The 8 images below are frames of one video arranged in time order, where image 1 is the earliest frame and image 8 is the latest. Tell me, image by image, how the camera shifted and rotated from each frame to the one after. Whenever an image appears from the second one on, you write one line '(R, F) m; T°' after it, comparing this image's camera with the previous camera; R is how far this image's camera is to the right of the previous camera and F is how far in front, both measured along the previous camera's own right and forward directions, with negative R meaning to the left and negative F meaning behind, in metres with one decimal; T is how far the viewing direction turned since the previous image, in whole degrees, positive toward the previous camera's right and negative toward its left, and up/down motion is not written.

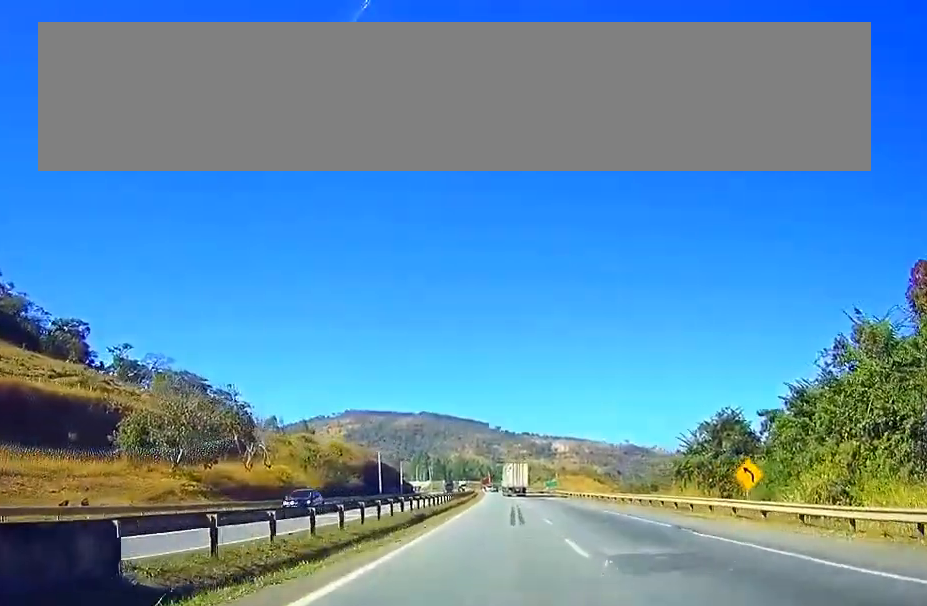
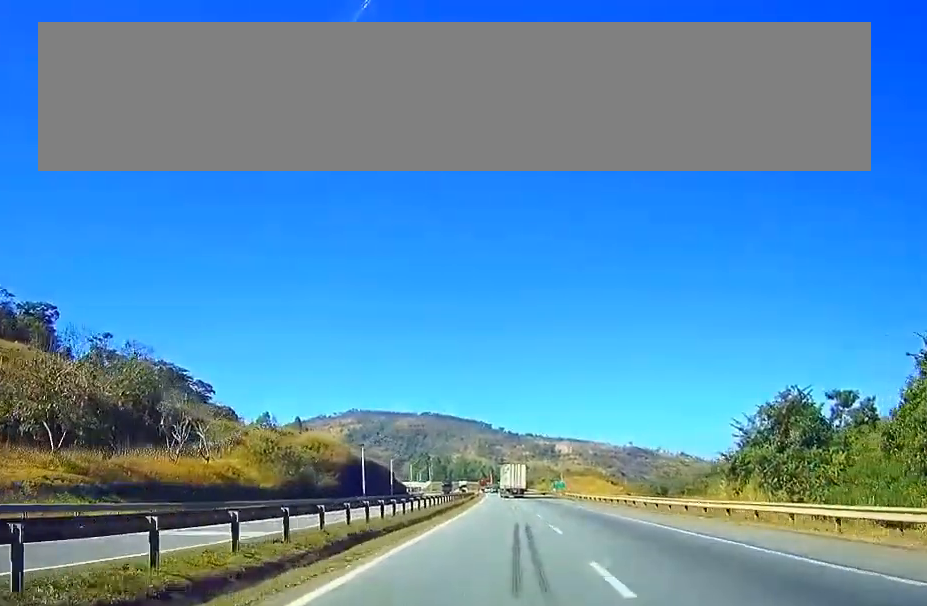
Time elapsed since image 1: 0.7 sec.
(-0.1, +18.9) m; 0°
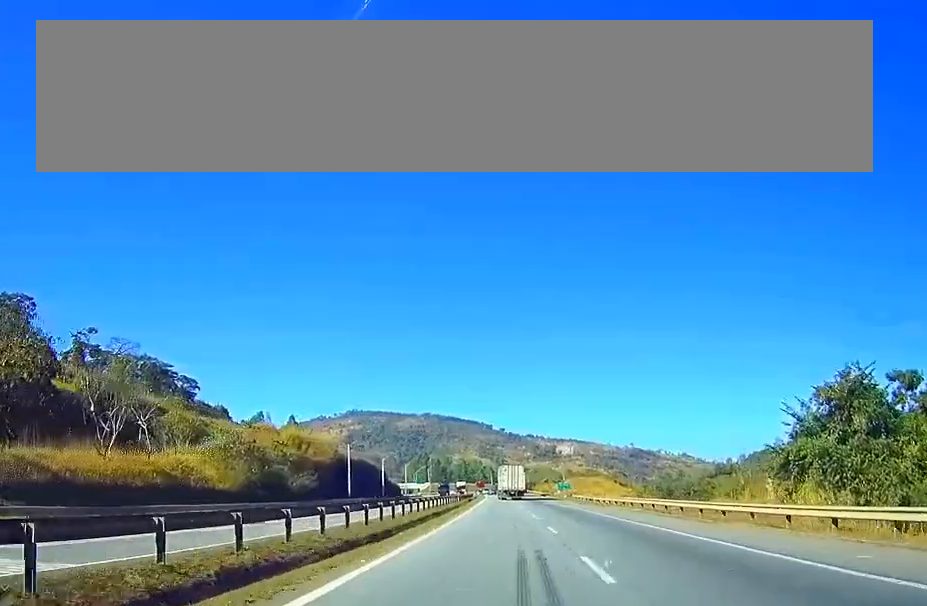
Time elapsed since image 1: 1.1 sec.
(-0.1, +11.8) m; 0°
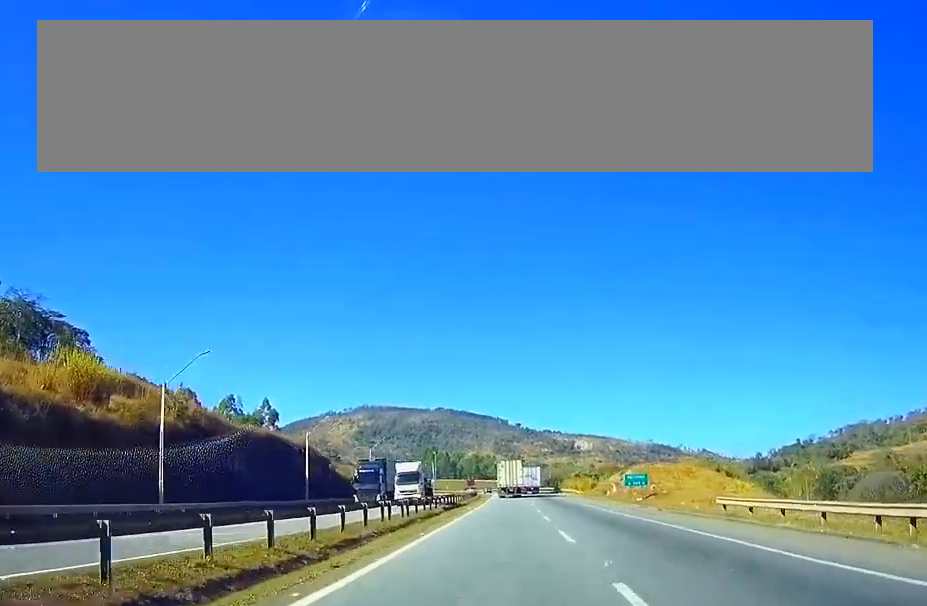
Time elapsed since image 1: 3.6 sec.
(-0.2, +67.1) m; 0°
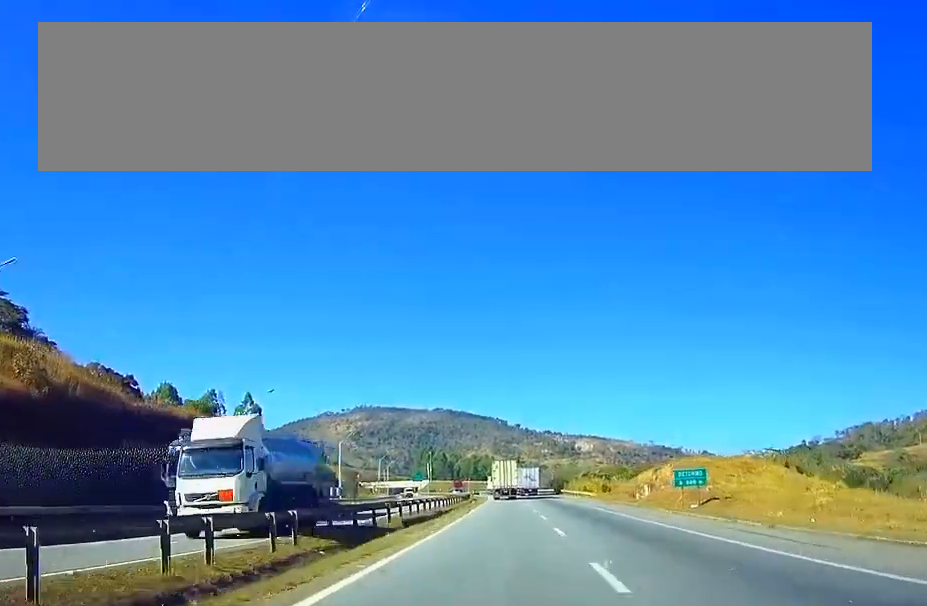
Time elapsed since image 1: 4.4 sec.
(0.0, +22.3) m; 0°
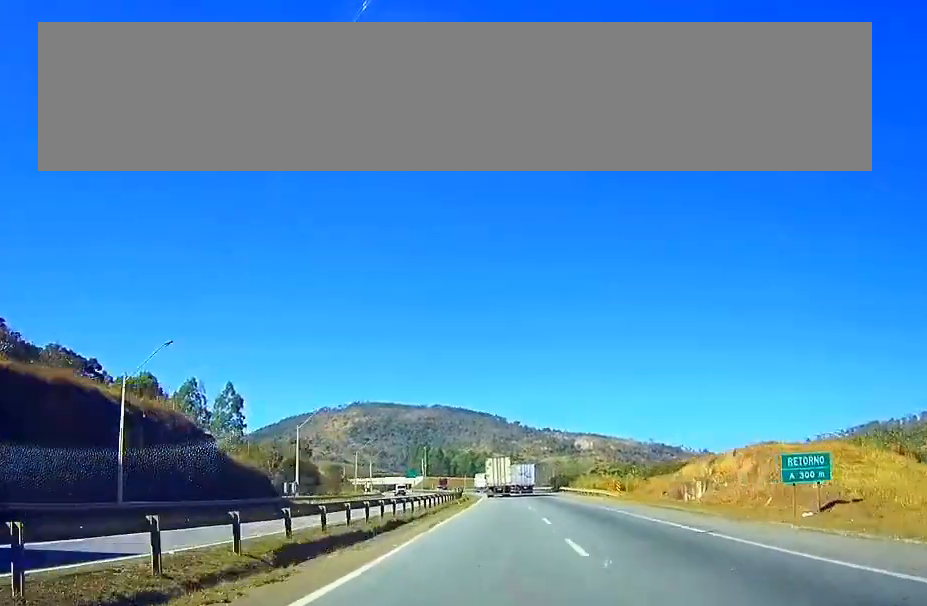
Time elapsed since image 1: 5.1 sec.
(0.0, +20.5) m; 0°
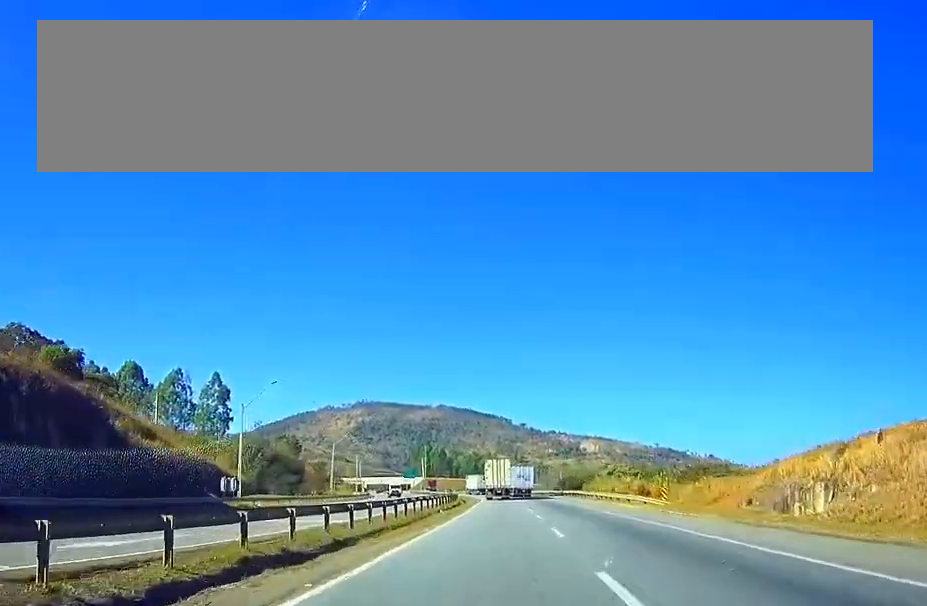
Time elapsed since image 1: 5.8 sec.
(0.0, +19.6) m; 0°
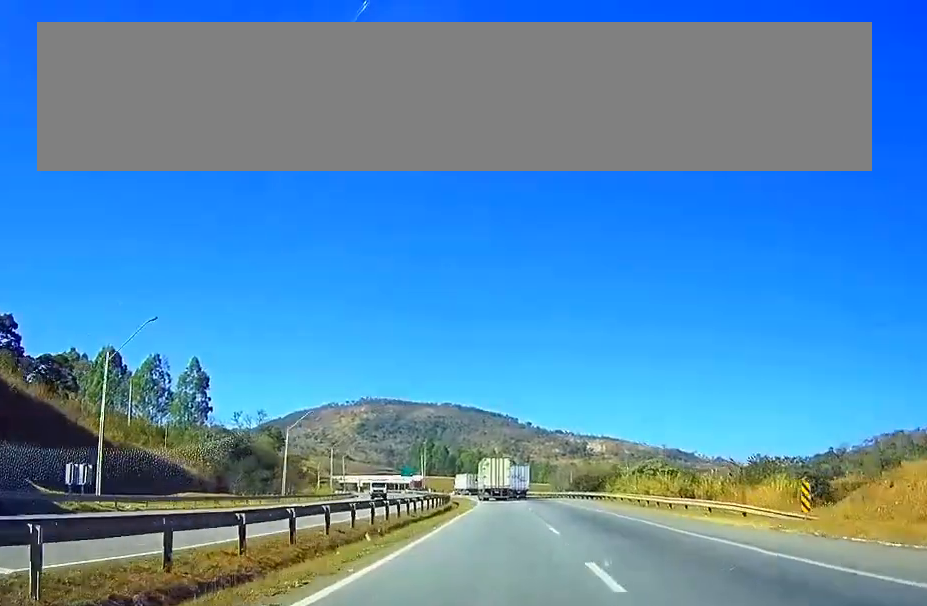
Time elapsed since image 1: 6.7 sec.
(-0.1, +24.3) m; -1°
